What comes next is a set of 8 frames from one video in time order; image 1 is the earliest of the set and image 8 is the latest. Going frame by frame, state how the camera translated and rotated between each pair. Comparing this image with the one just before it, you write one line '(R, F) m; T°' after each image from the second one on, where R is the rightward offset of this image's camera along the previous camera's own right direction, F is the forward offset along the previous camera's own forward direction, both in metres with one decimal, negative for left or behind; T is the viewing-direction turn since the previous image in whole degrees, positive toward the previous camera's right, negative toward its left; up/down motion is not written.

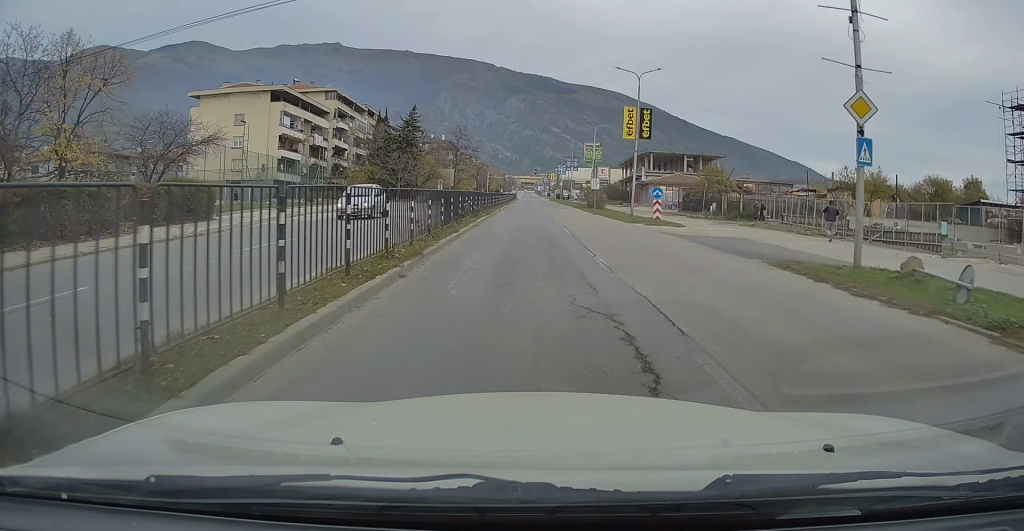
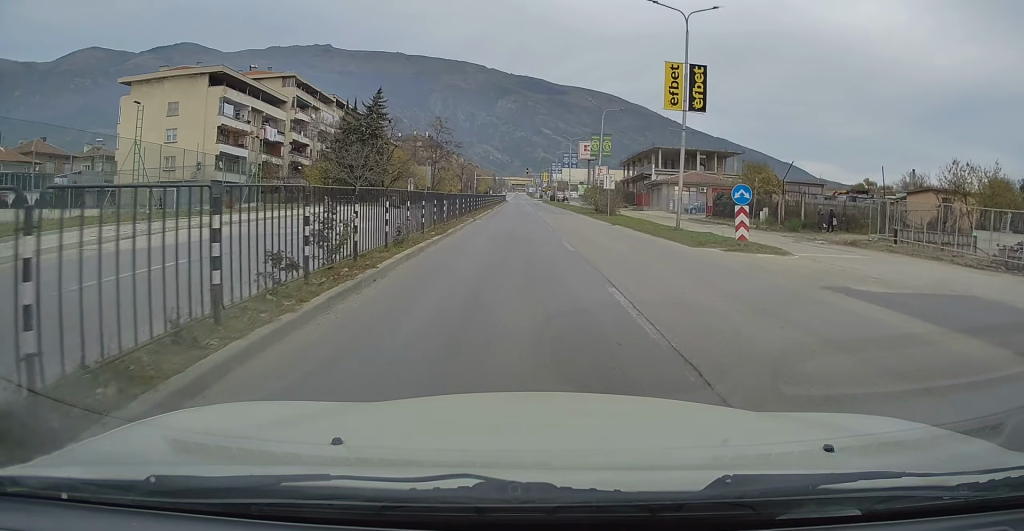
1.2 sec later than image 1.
(+0.1, +14.6) m; 0°
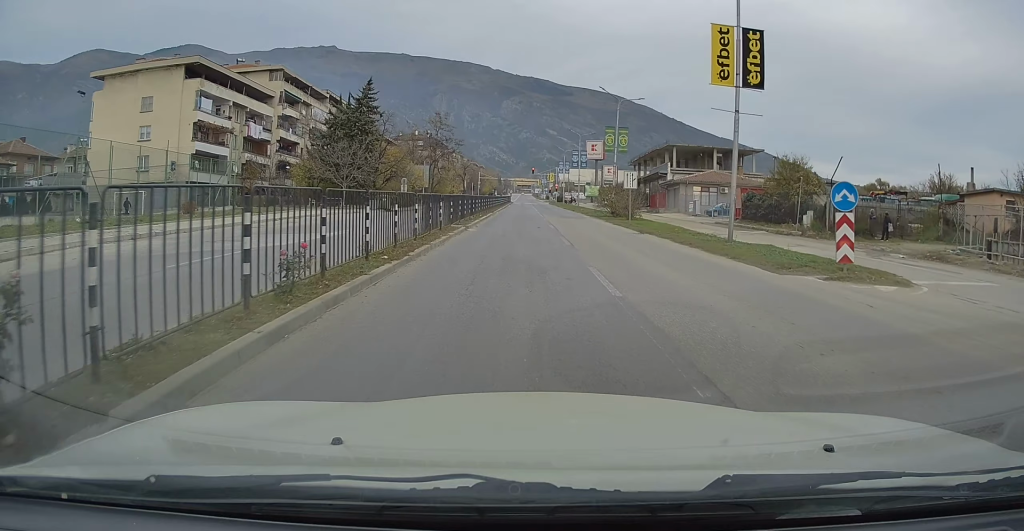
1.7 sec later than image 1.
(0.0, +6.2) m; 0°
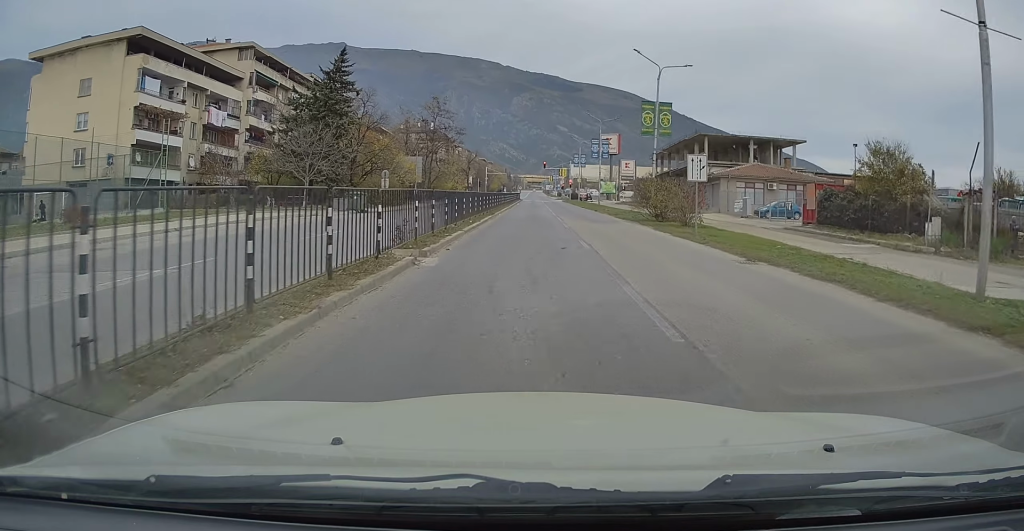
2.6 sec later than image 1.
(-0.1, +11.6) m; 0°
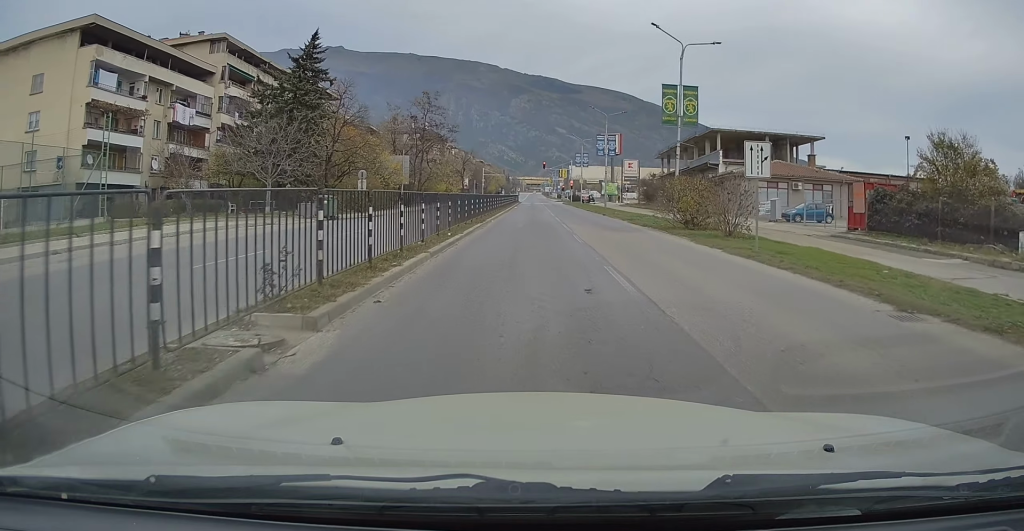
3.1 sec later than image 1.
(0.0, +6.2) m; 0°
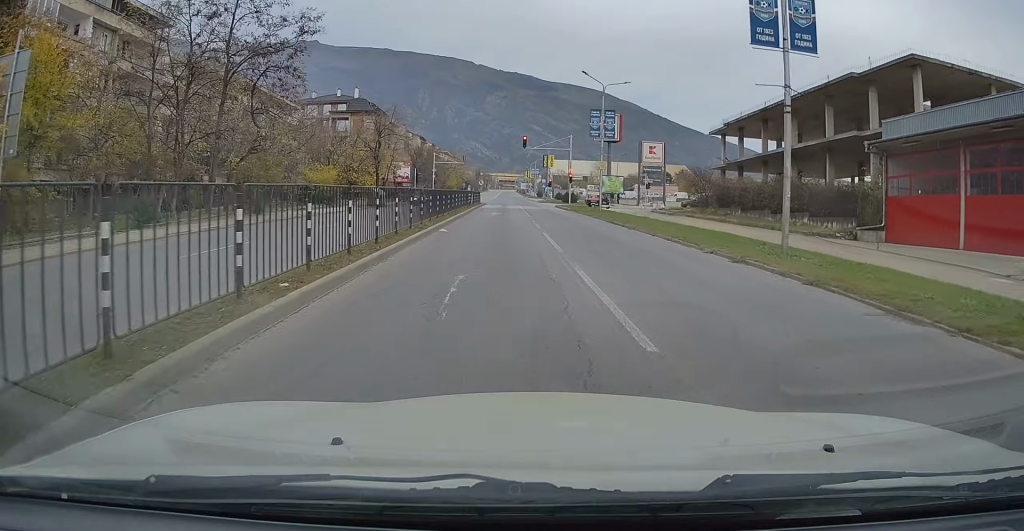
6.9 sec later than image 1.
(+0.3, +44.7) m; +3°
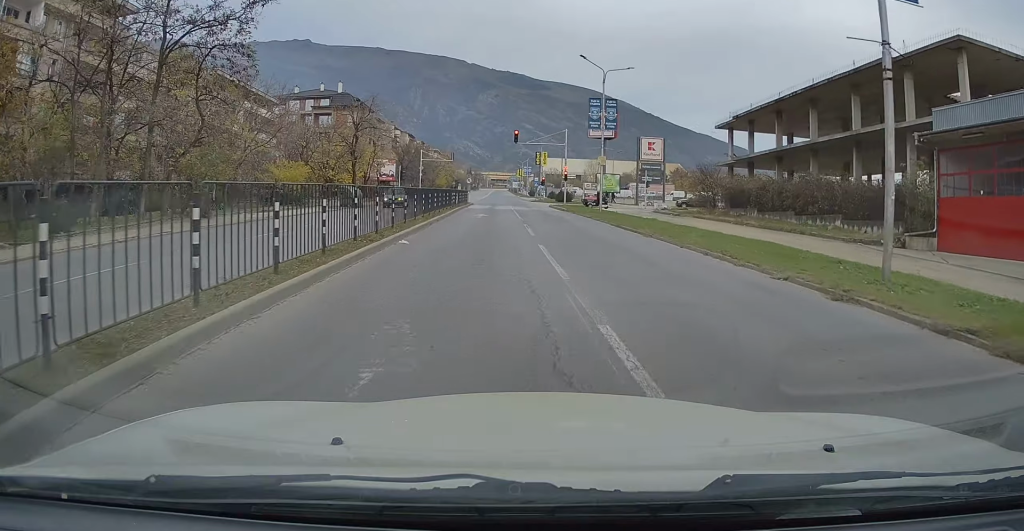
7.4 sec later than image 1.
(+0.1, +4.9) m; 0°
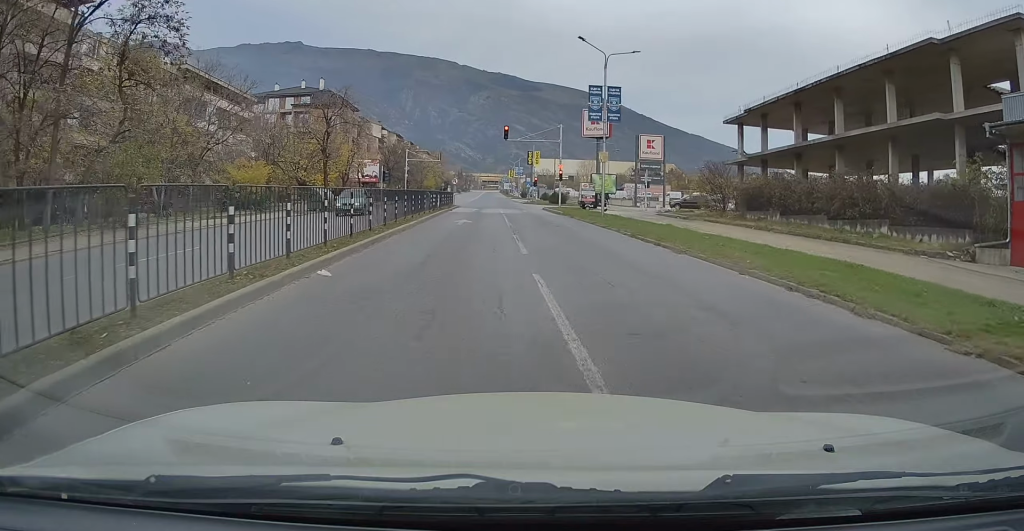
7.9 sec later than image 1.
(+0.1, +5.2) m; 0°
